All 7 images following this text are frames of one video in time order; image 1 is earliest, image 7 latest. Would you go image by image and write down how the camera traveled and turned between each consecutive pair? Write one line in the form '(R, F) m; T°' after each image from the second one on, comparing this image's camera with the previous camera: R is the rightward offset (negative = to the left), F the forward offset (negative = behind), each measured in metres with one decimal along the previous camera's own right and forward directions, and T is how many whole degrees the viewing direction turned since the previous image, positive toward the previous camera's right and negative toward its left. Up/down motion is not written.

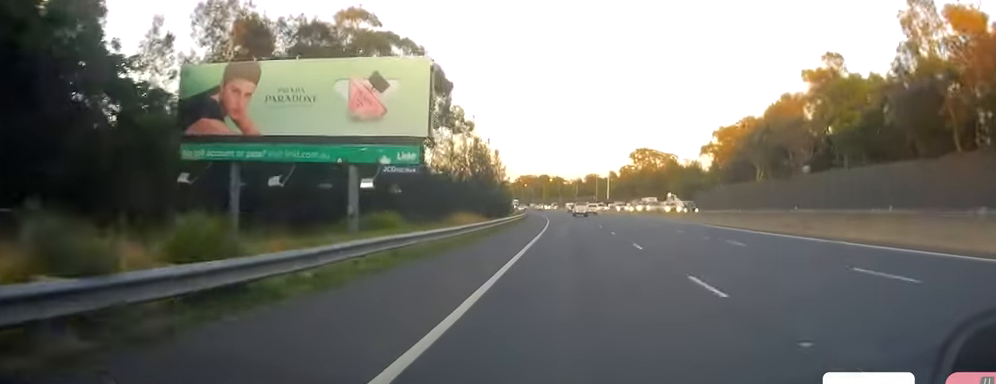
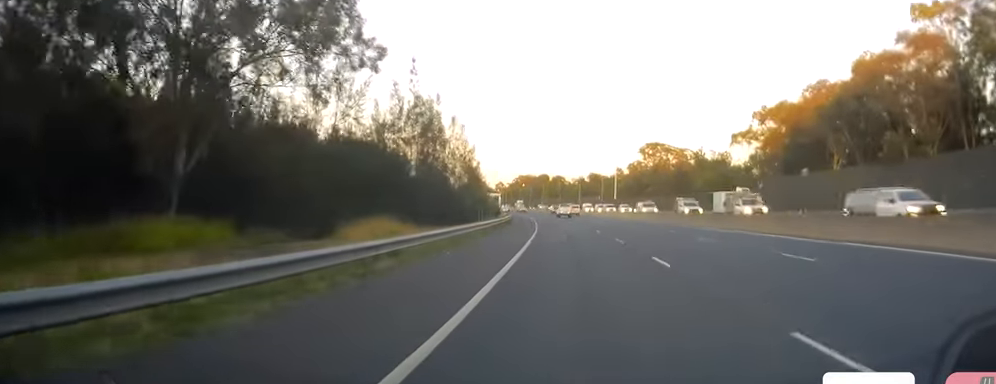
(0.0, +30.0) m; 0°
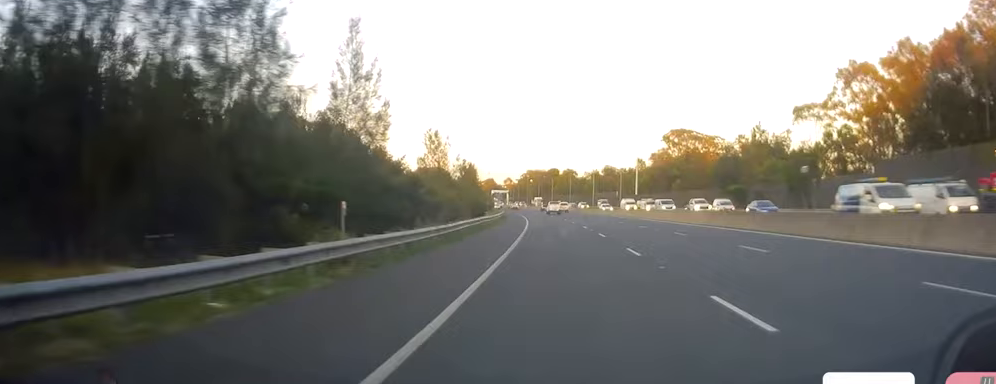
(0.0, +31.8) m; 0°
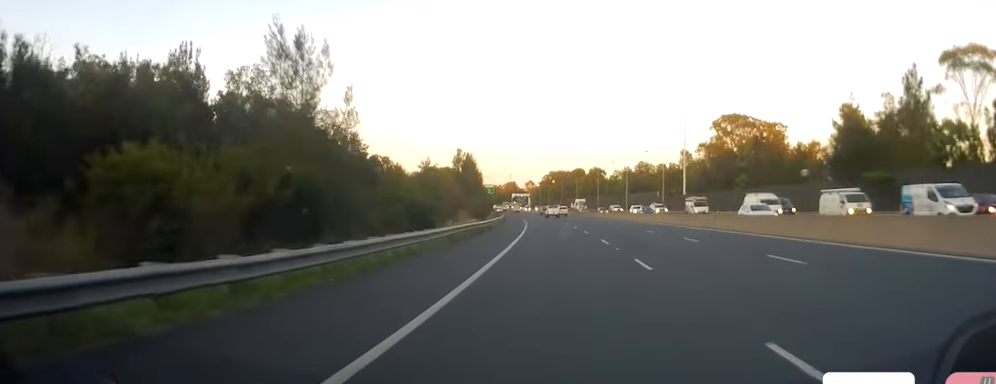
(-0.5, +38.6) m; -2°
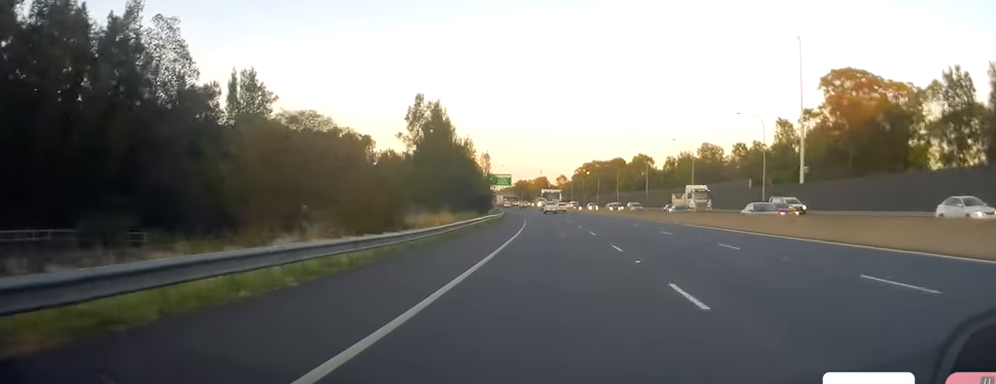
(-1.1, +53.3) m; -3°
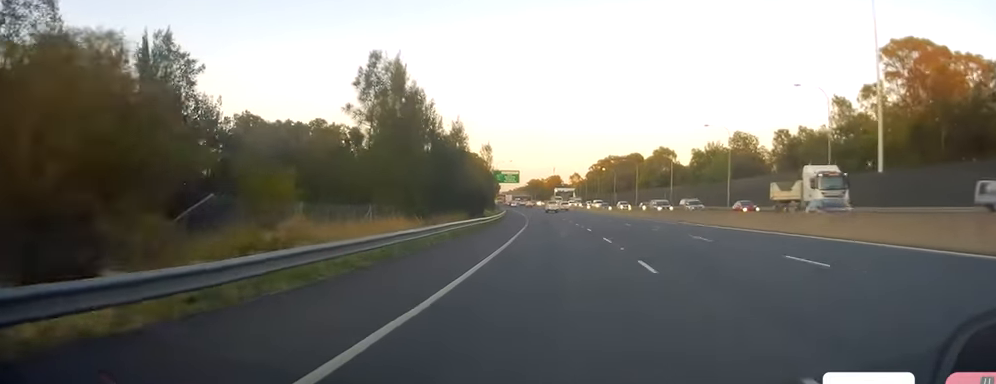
(-0.2, +19.0) m; -1°
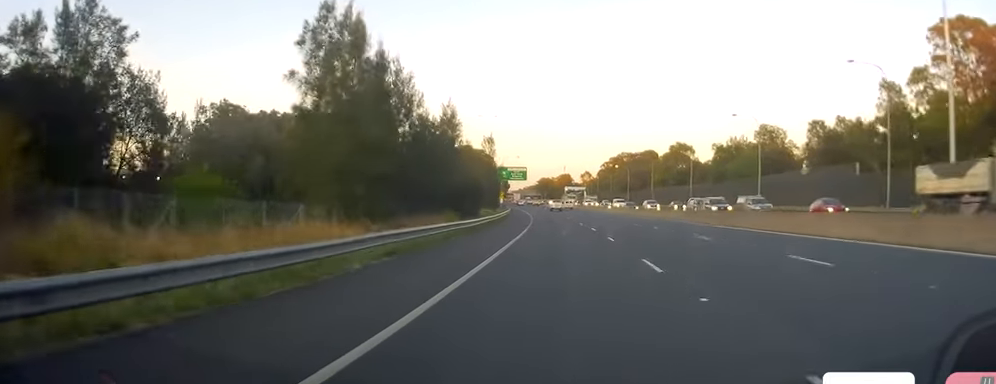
(-0.2, +11.9) m; -1°
